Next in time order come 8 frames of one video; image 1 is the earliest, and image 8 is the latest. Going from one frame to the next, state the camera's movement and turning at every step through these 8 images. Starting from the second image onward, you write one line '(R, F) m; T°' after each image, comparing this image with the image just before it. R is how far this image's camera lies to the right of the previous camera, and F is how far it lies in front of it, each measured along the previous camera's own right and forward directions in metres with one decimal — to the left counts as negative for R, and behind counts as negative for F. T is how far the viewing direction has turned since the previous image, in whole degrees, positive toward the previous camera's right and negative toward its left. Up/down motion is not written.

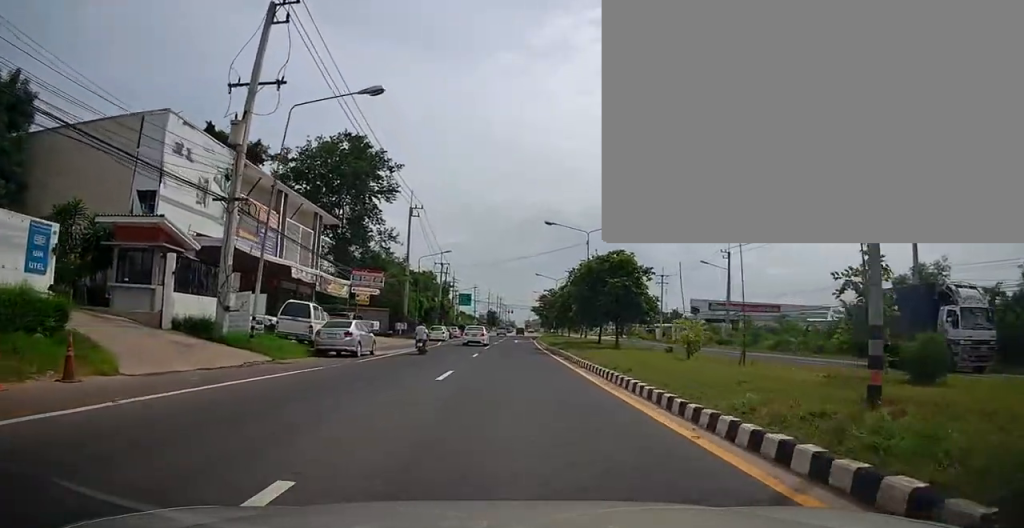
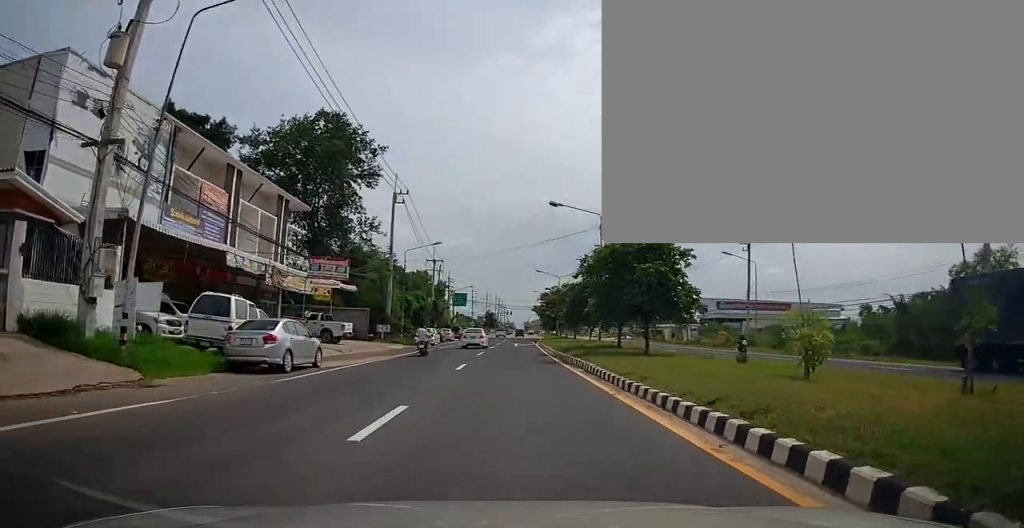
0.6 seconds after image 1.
(0.0, +7.1) m; 0°
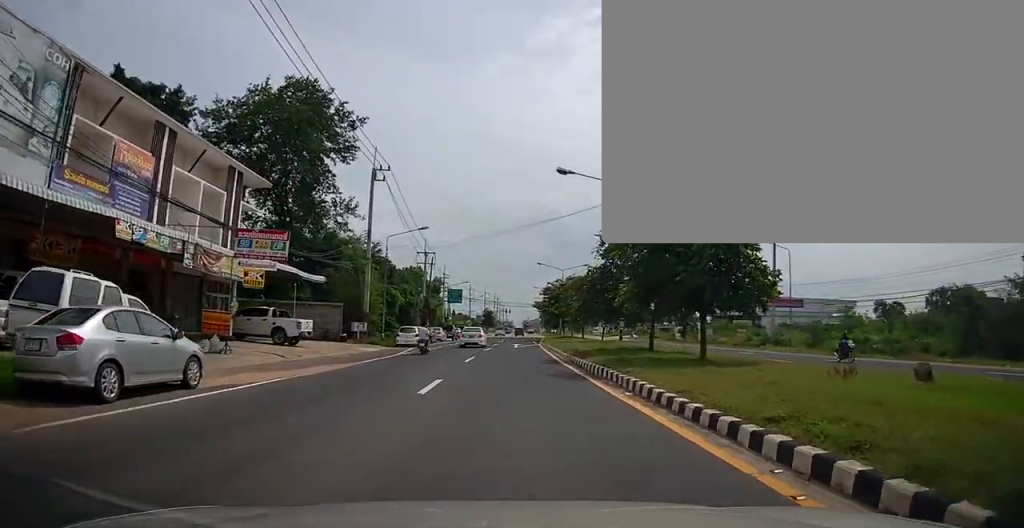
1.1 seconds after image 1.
(-0.4, +7.3) m; 0°
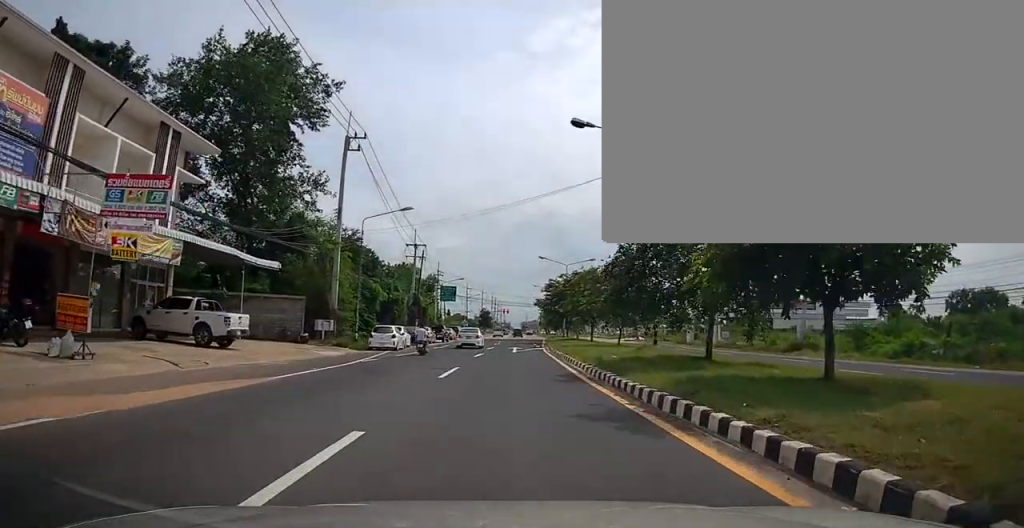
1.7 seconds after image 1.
(+0.2, +7.4) m; +1°
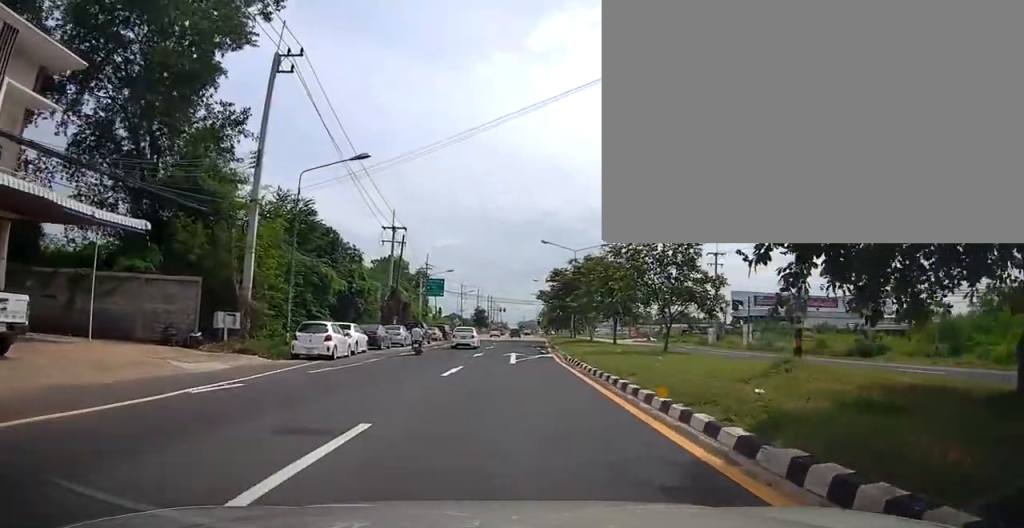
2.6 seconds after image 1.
(+0.4, +11.7) m; +1°
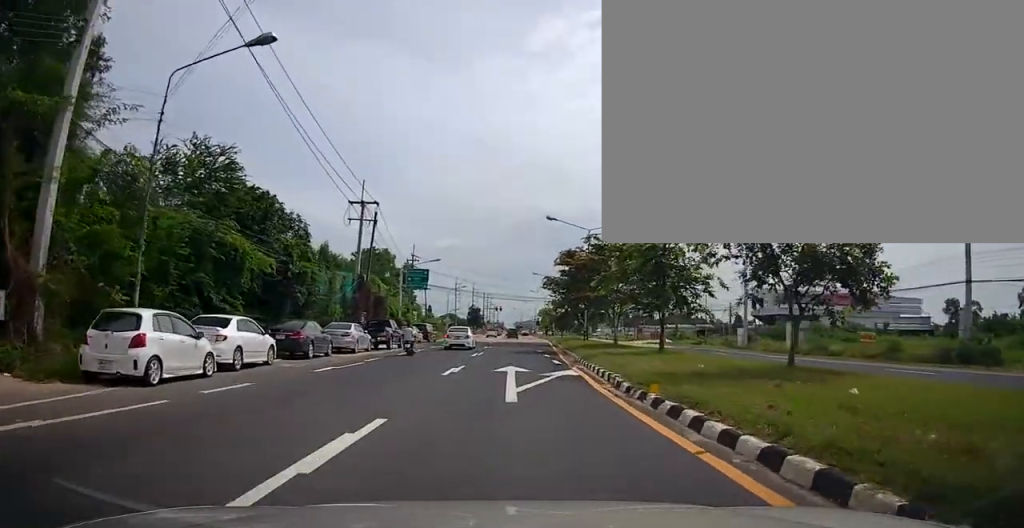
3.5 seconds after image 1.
(-0.1, +11.7) m; -2°
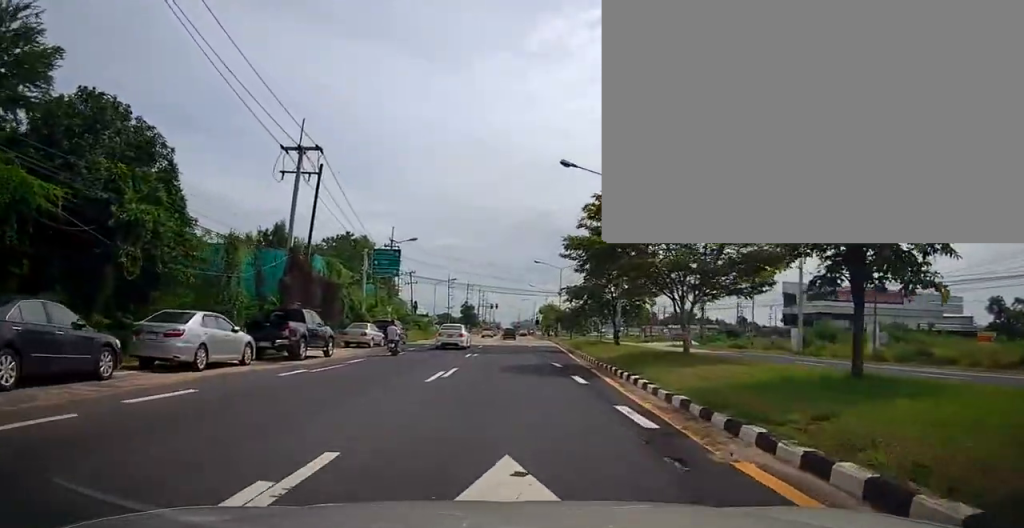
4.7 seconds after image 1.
(-0.1, +14.3) m; +1°
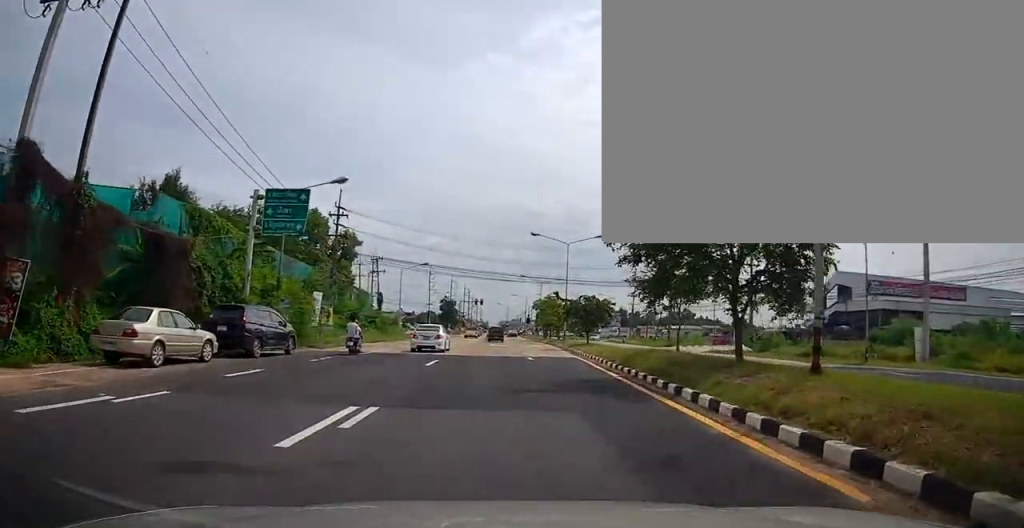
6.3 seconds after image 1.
(0.0, +20.2) m; +2°
